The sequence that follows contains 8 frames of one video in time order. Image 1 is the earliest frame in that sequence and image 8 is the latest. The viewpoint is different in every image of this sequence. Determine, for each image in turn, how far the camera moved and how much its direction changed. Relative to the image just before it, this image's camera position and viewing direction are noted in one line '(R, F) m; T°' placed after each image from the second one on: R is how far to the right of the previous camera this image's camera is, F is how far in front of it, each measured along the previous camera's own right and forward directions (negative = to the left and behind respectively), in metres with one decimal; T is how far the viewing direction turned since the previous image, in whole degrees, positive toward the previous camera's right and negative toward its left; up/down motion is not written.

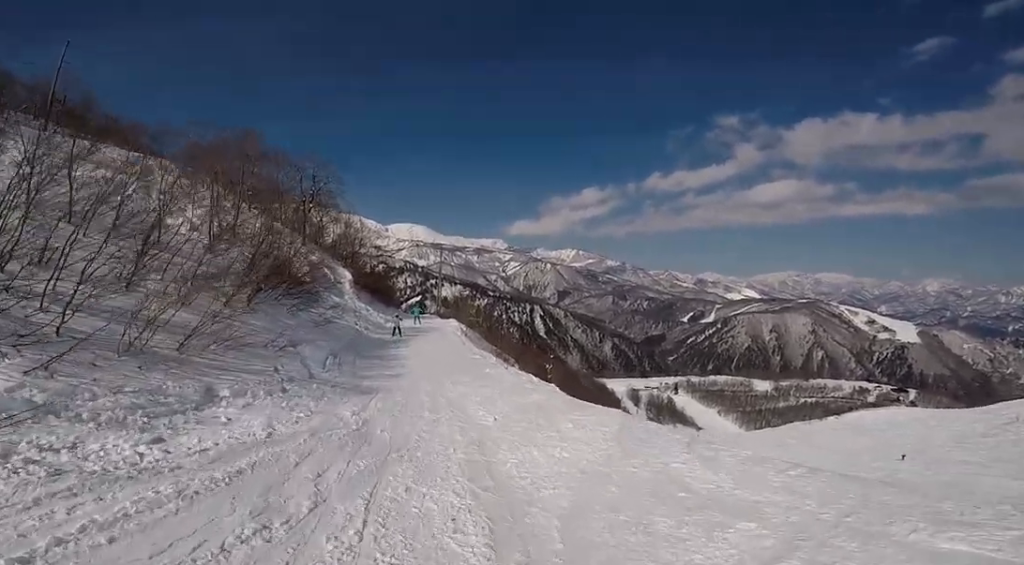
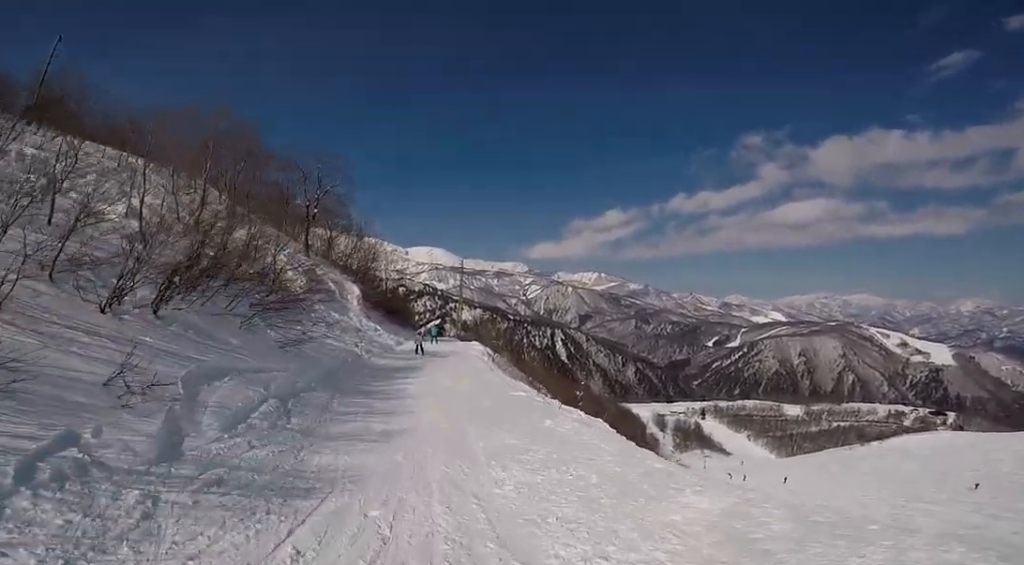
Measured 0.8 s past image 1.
(-0.5, +5.2) m; +2°
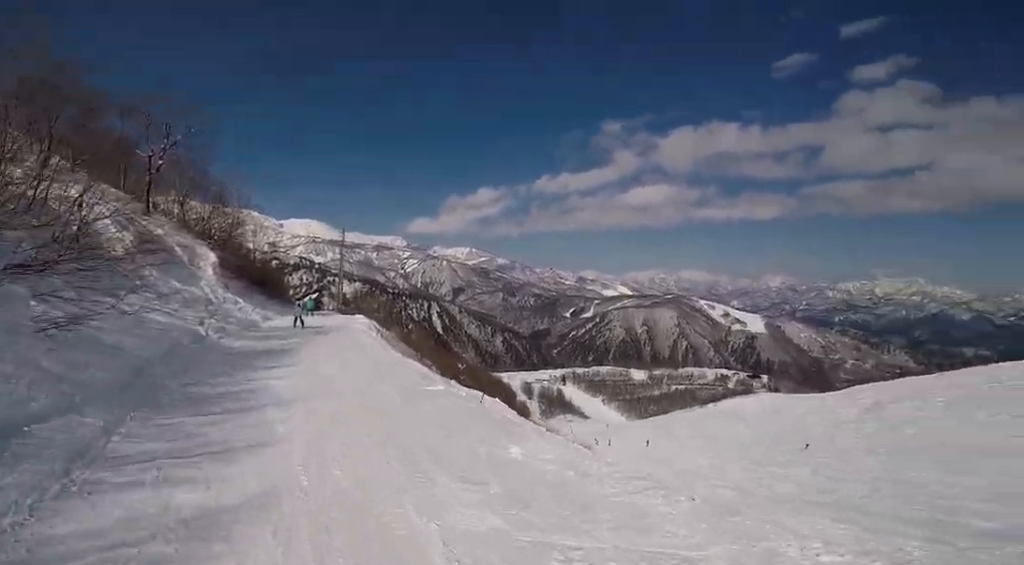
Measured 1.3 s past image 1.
(+0.6, +3.9) m; +5°
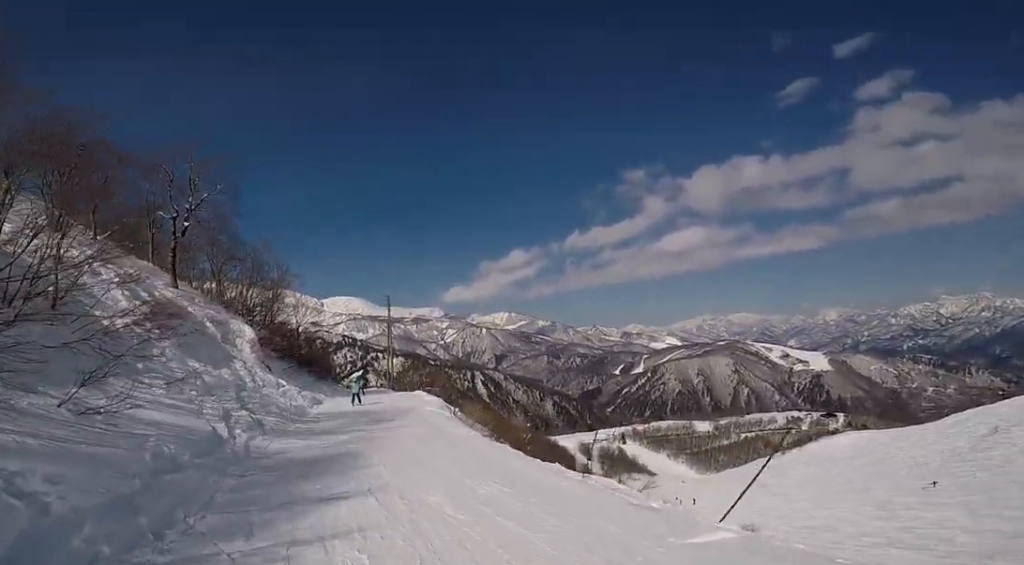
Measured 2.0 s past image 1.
(+0.3, +5.0) m; 0°
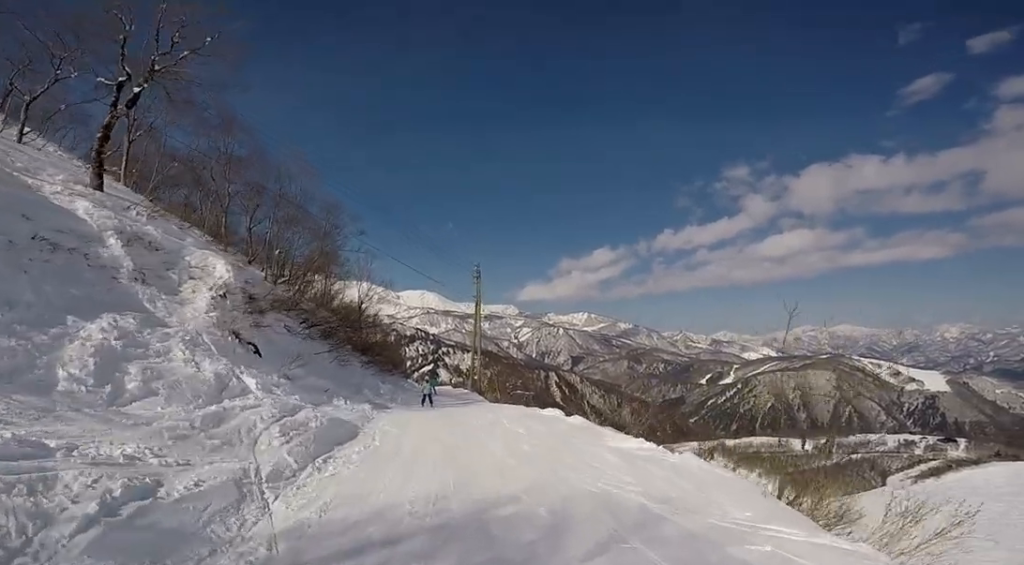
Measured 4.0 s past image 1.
(-1.6, +14.2) m; -3°
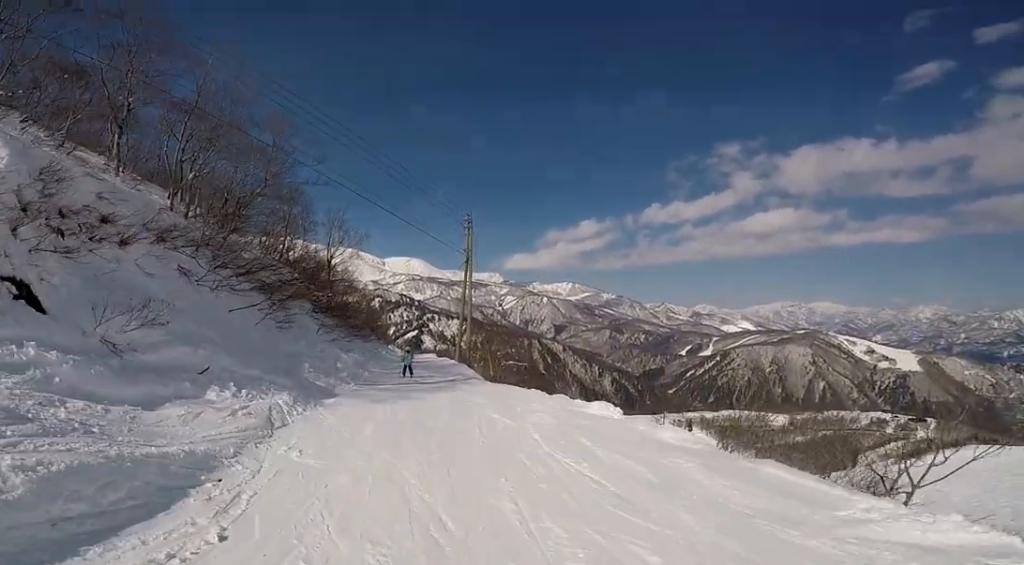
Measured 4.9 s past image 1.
(+0.7, +6.5) m; +6°
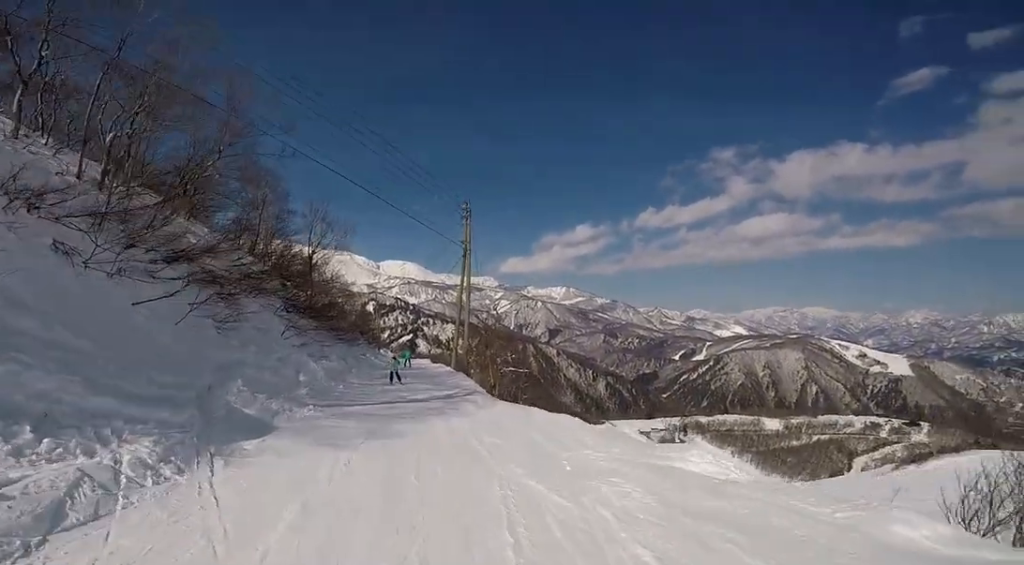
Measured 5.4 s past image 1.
(0.0, +3.9) m; 0°
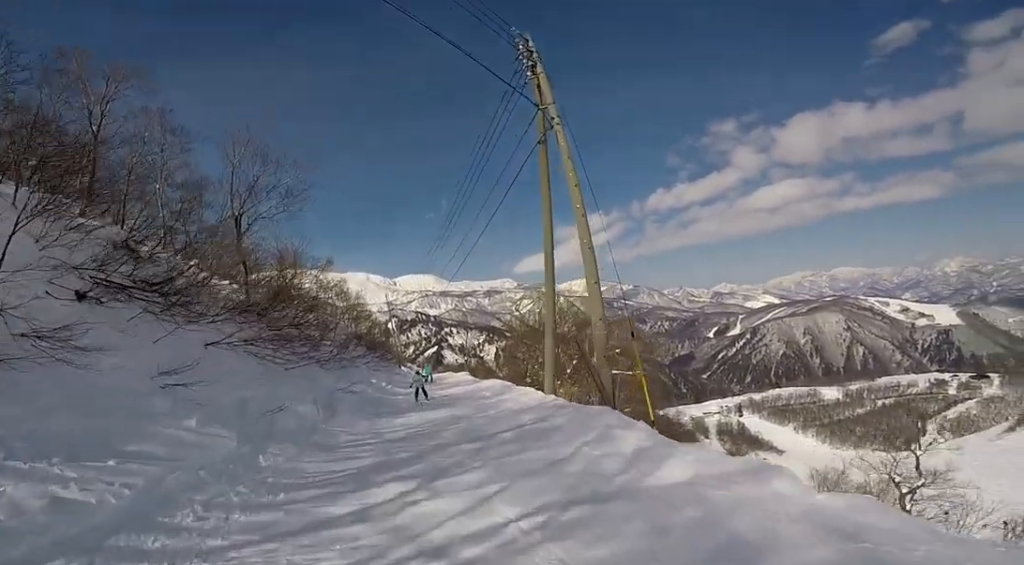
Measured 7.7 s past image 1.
(-0.1, +17.0) m; -10°
